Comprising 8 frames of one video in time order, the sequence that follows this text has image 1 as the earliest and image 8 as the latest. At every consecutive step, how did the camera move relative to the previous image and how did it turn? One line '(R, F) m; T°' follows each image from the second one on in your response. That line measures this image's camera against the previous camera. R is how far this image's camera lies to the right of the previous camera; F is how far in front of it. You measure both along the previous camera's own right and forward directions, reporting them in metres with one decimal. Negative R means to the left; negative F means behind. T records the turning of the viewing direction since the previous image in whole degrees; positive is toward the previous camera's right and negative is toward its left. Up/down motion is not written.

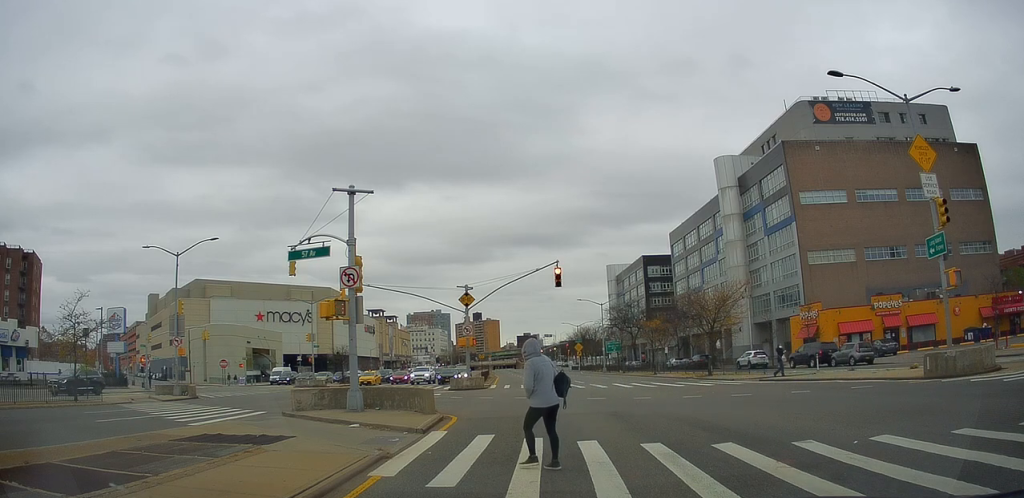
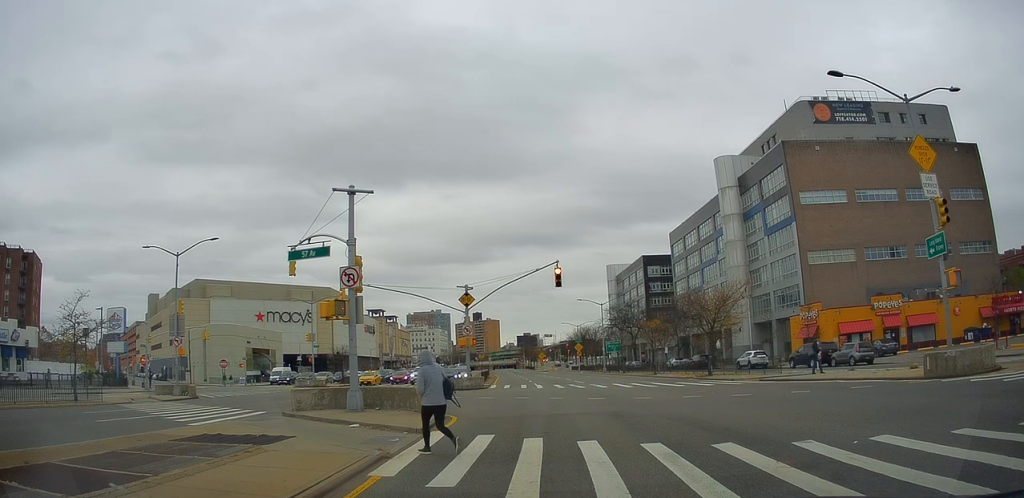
(0.0, 0.0) m; 0°
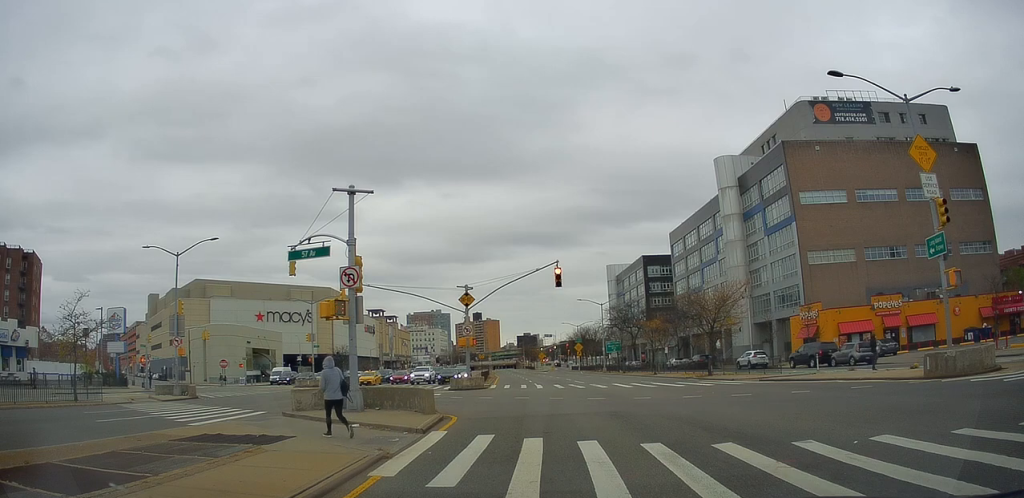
(0.0, 0.0) m; 0°
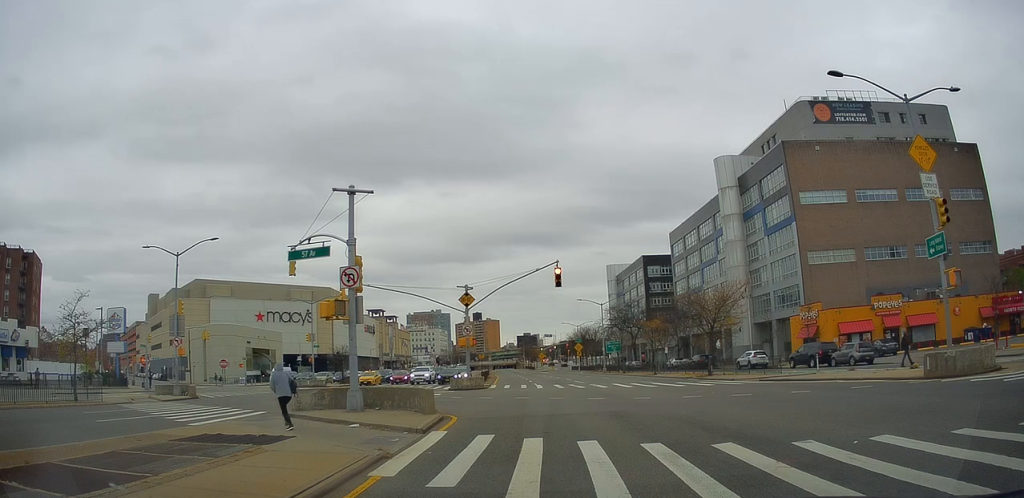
(0.0, 0.0) m; 0°
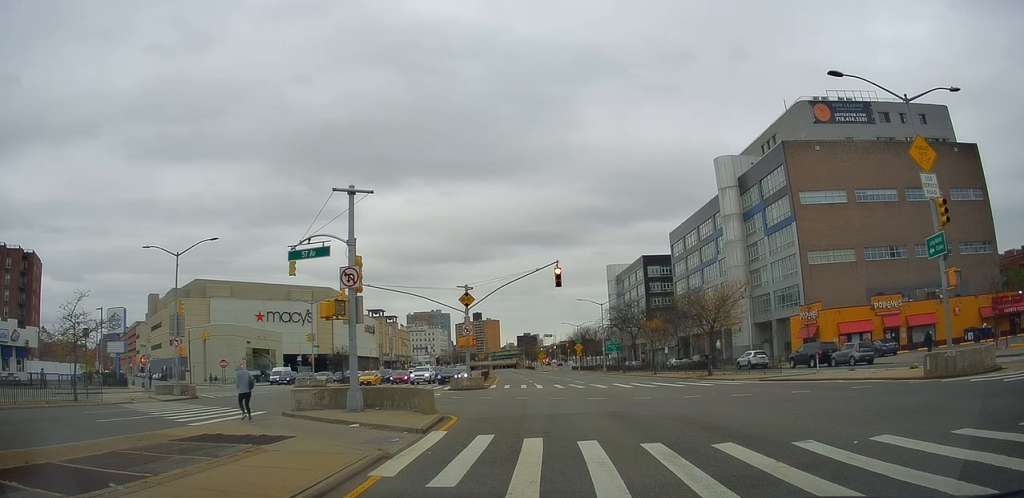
(0.0, 0.0) m; 0°
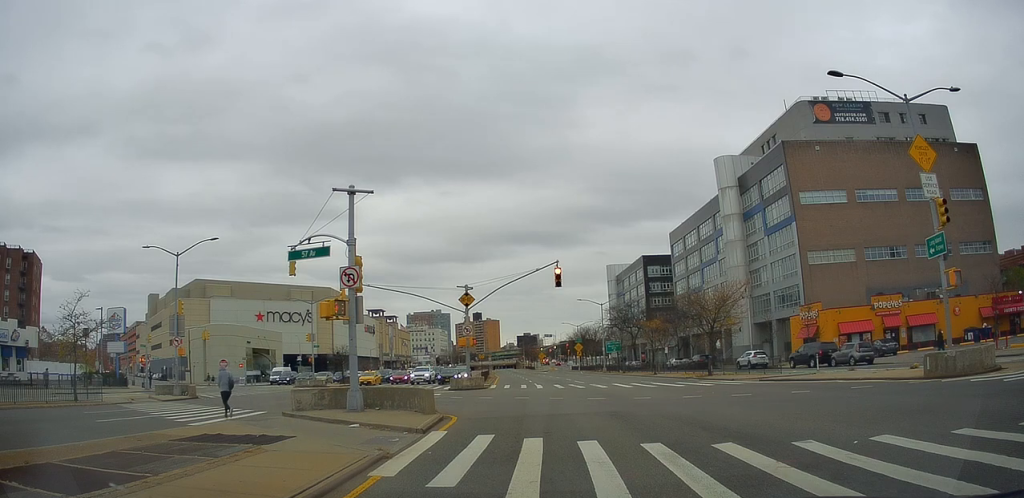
(0.0, 0.0) m; 0°
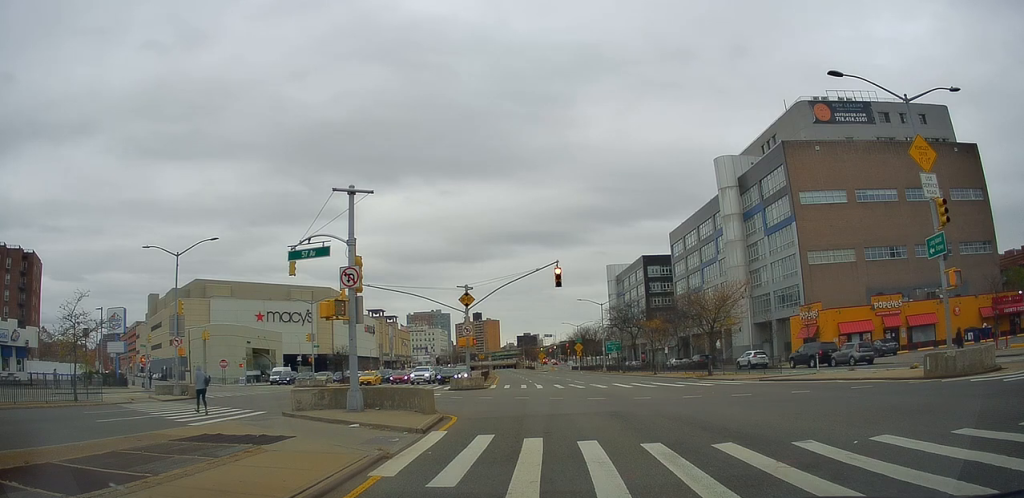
(0.0, 0.0) m; 0°
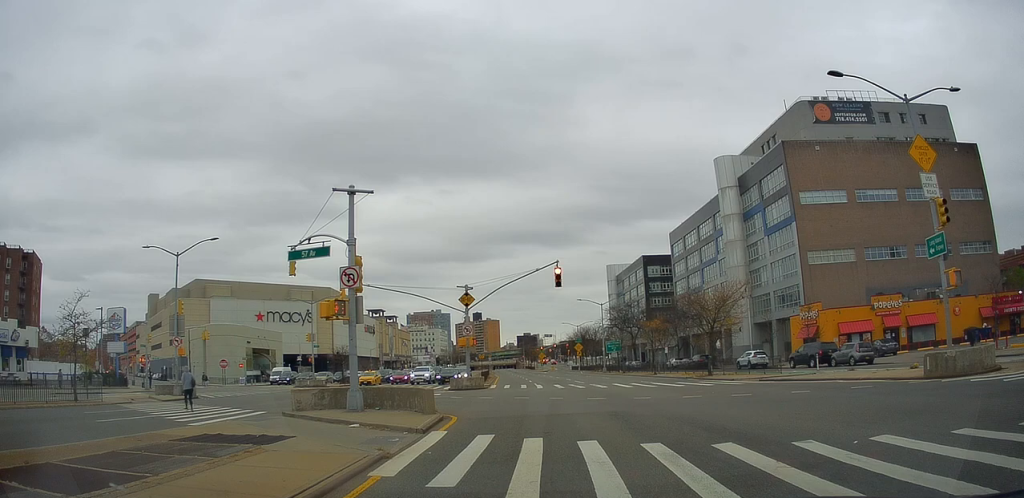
(0.0, 0.0) m; 0°
